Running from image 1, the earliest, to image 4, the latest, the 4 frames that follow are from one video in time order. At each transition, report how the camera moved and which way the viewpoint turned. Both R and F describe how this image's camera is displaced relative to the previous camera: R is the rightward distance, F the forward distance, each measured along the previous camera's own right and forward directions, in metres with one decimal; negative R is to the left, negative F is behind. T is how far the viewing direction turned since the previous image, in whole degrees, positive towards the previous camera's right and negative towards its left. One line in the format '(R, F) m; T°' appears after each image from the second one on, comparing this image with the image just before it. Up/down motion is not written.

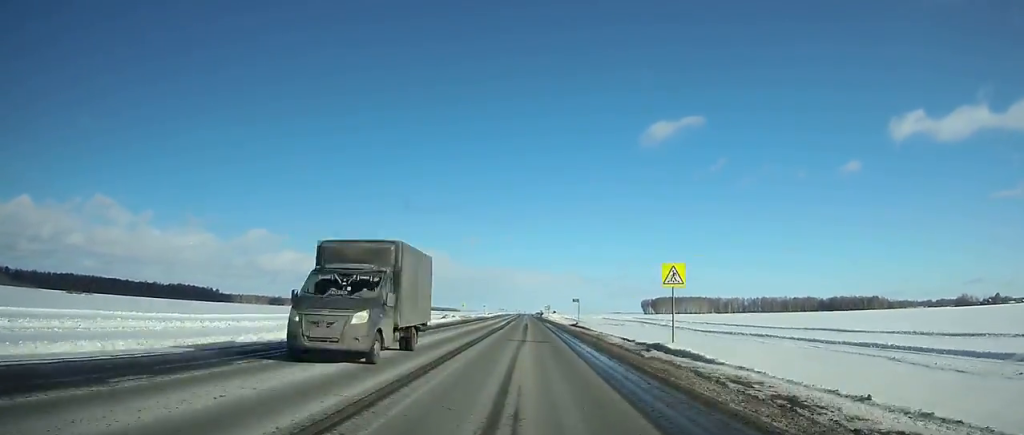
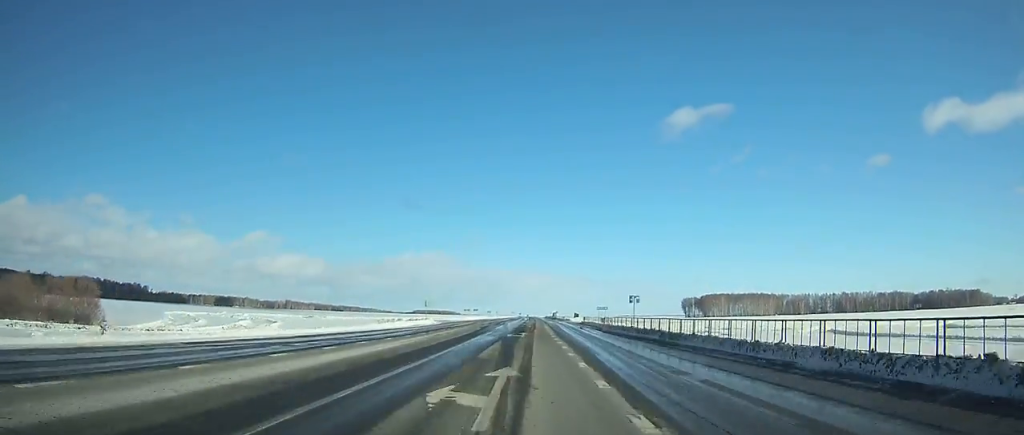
(-1.0, +240.9) m; 0°
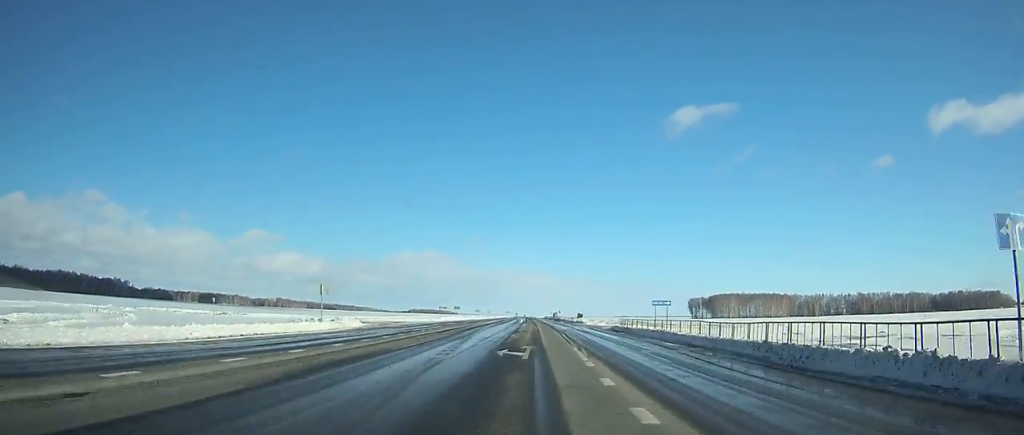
(-0.1, +43.7) m; 0°
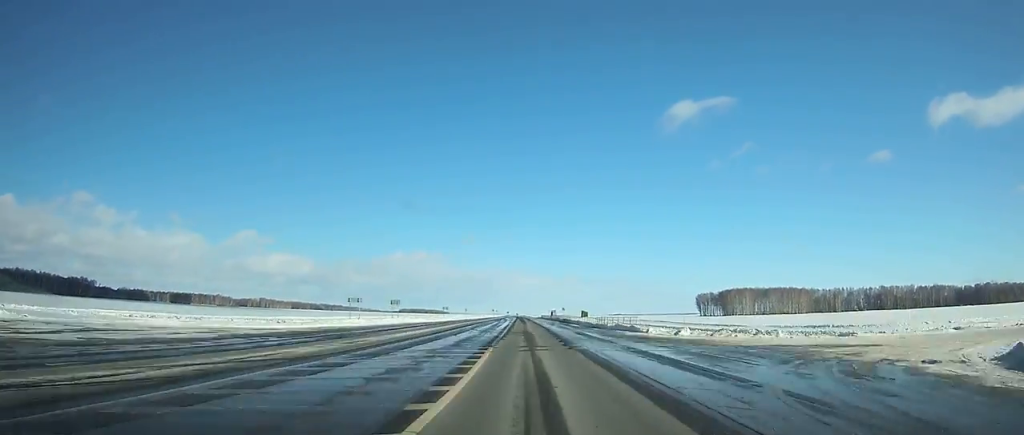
(+0.5, +60.5) m; 0°
